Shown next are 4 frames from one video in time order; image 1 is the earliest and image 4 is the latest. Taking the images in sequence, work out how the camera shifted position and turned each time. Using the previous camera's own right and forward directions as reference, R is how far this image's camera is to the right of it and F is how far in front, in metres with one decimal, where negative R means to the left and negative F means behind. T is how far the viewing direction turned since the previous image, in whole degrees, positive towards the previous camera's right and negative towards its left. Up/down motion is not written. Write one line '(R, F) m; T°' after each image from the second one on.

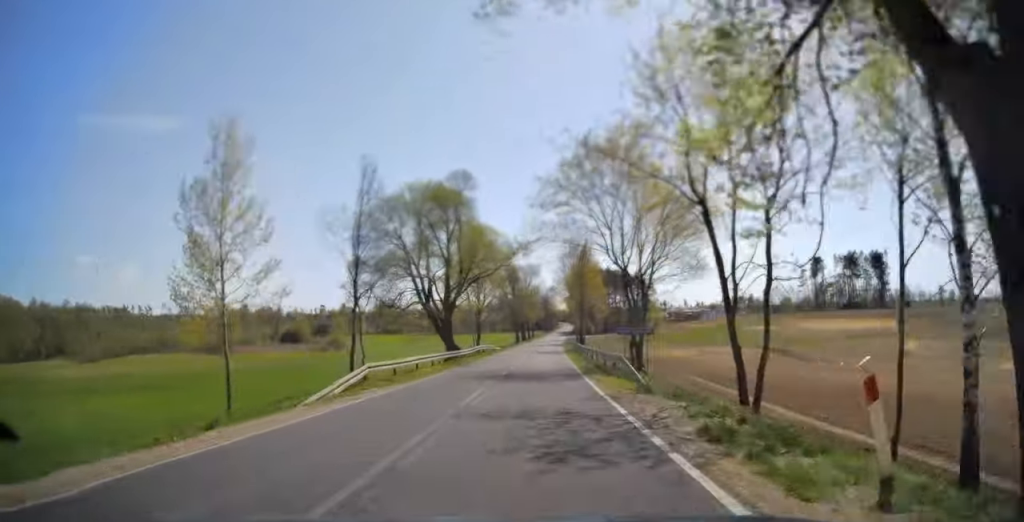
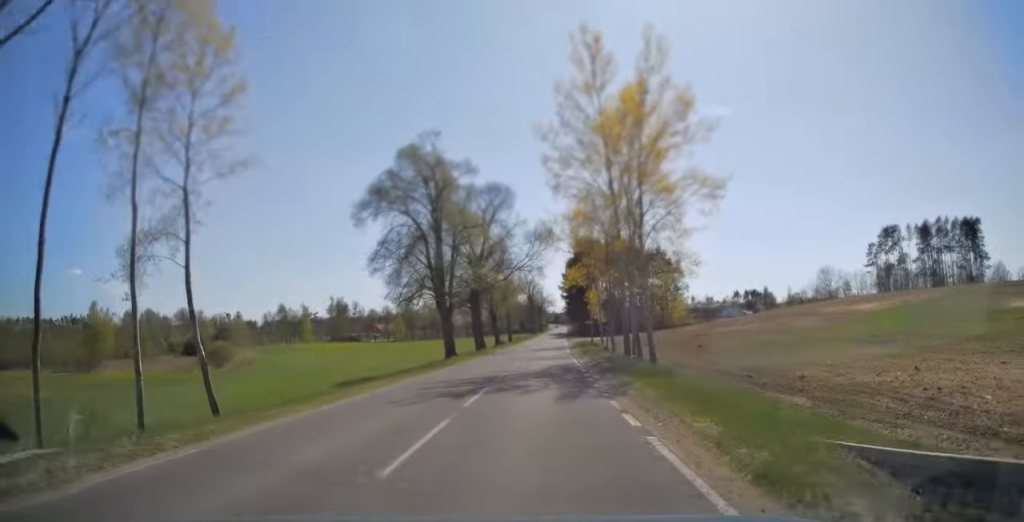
(+0.8, +64.5) m; +1°
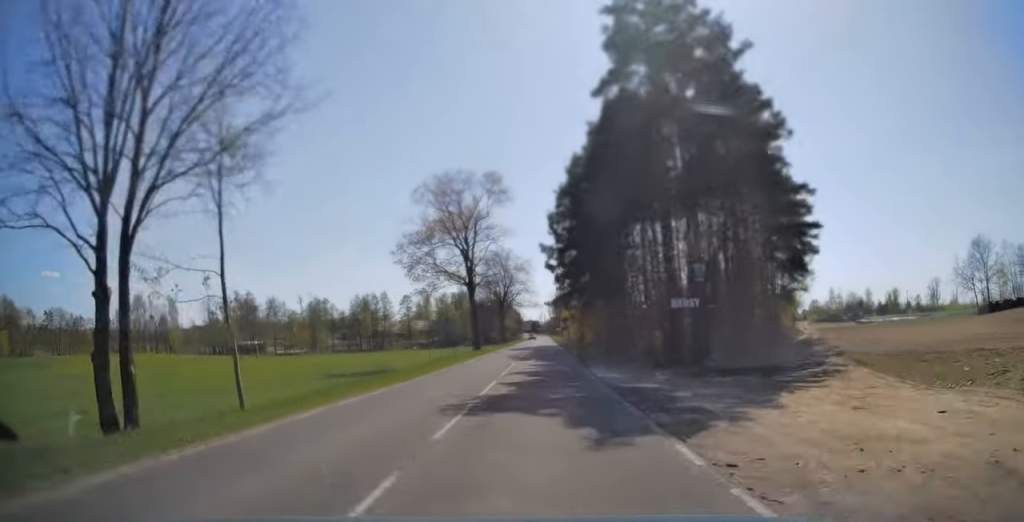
(+1.2, +88.3) m; +2°
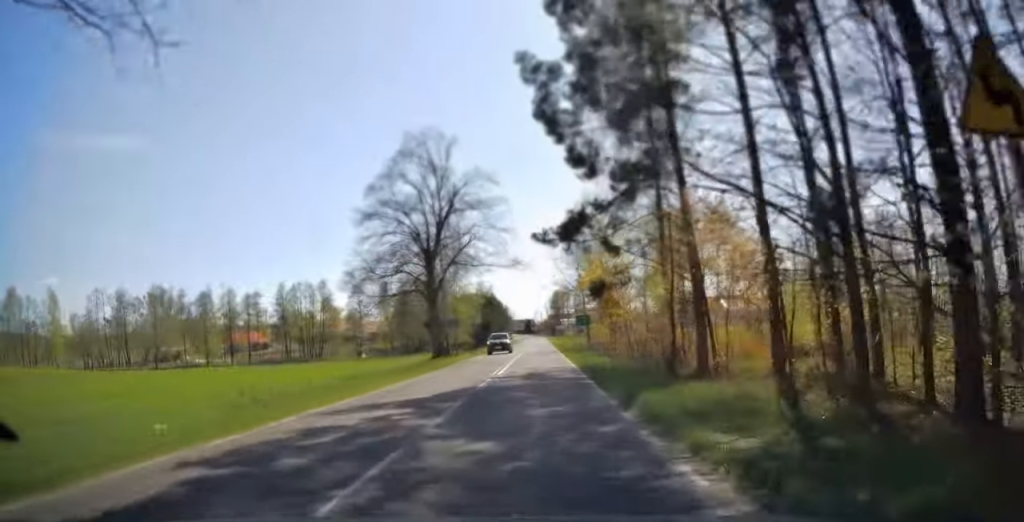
(+0.8, +52.9) m; +1°
